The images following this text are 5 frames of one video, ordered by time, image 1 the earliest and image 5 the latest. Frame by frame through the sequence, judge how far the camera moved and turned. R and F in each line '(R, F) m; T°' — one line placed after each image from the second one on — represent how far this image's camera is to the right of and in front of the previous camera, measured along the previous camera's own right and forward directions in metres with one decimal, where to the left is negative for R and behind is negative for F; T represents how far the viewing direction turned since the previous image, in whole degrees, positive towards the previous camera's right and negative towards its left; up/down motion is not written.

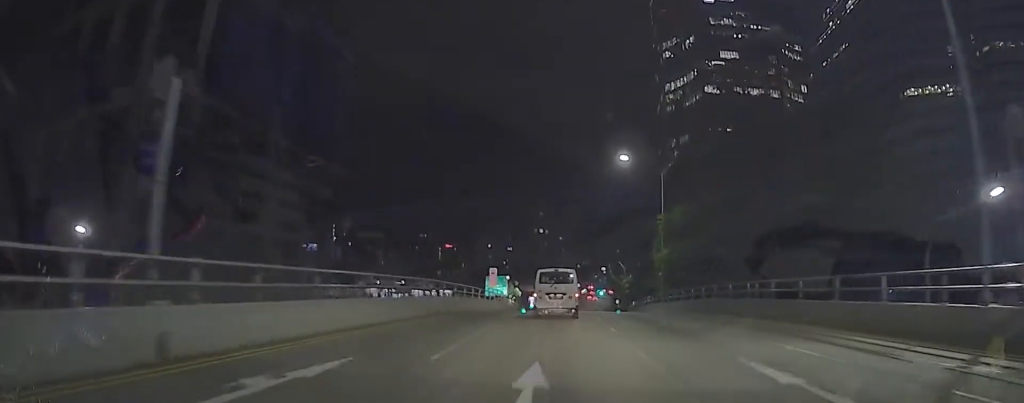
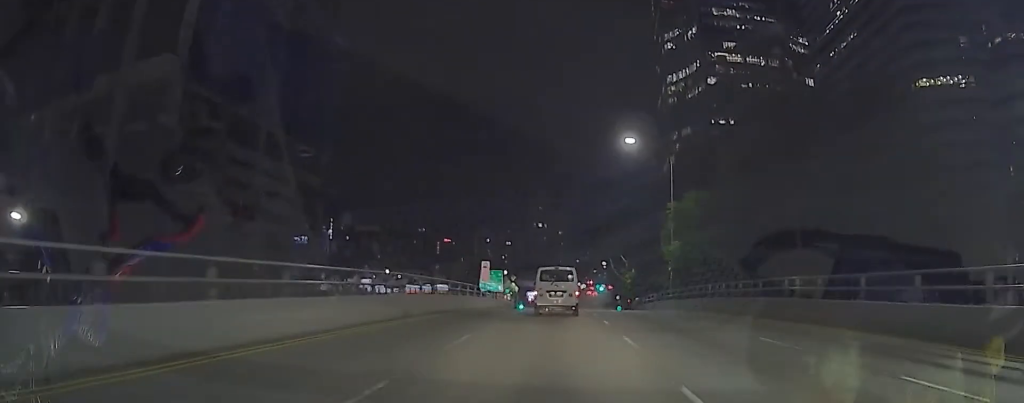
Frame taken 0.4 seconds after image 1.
(-0.8, +4.6) m; -2°
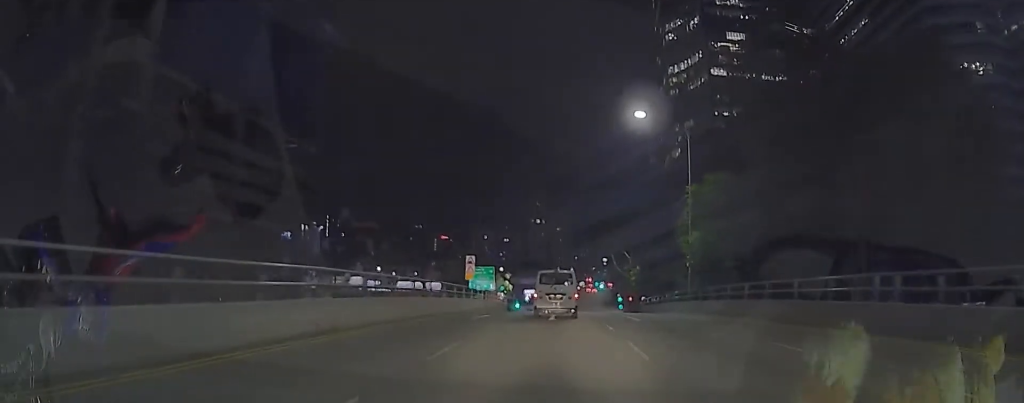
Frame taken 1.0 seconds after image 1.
(-0.8, +6.8) m; -2°
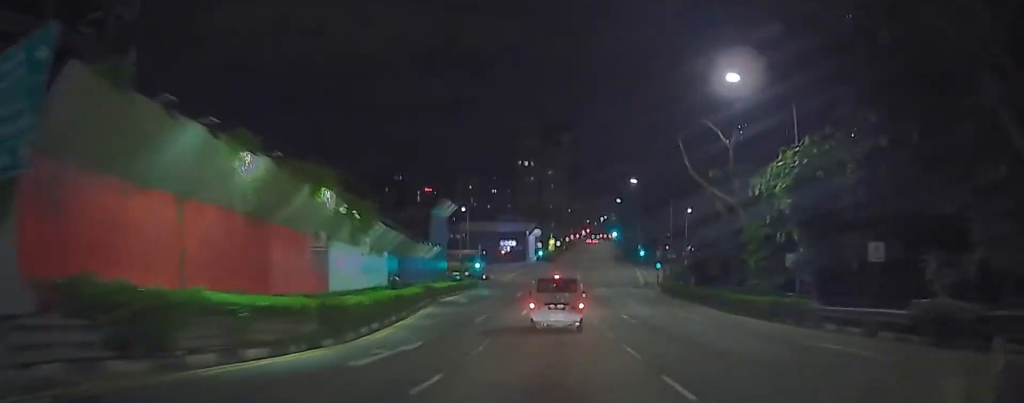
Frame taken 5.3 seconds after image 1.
(+4.0, +57.5) m; +1°
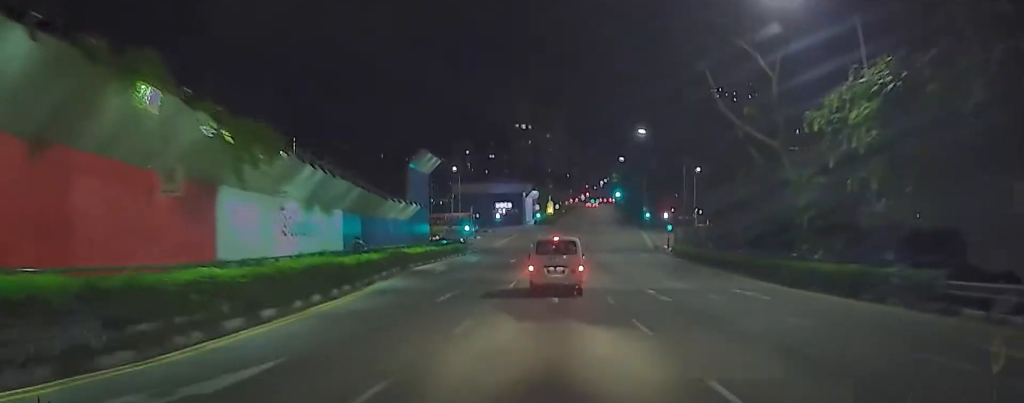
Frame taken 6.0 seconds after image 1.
(-0.5, +8.8) m; 0°
